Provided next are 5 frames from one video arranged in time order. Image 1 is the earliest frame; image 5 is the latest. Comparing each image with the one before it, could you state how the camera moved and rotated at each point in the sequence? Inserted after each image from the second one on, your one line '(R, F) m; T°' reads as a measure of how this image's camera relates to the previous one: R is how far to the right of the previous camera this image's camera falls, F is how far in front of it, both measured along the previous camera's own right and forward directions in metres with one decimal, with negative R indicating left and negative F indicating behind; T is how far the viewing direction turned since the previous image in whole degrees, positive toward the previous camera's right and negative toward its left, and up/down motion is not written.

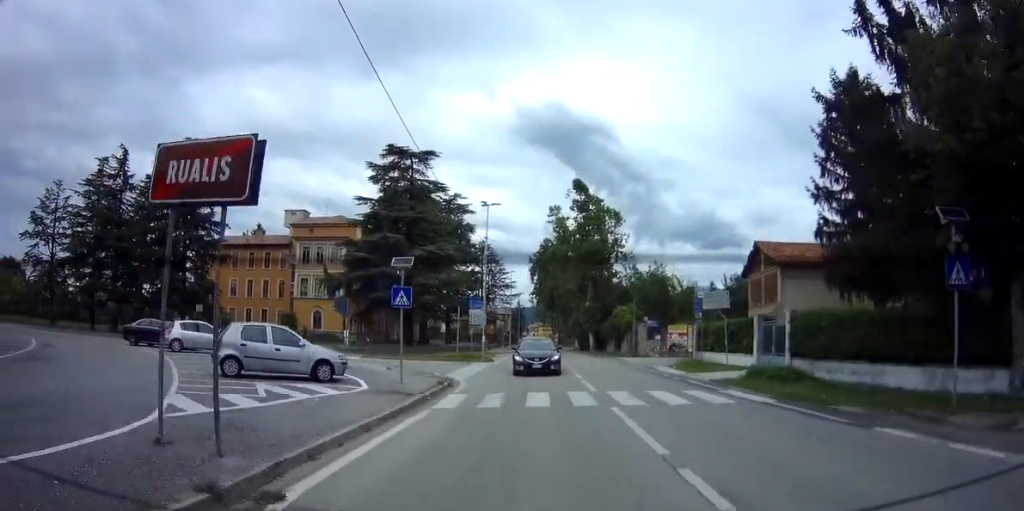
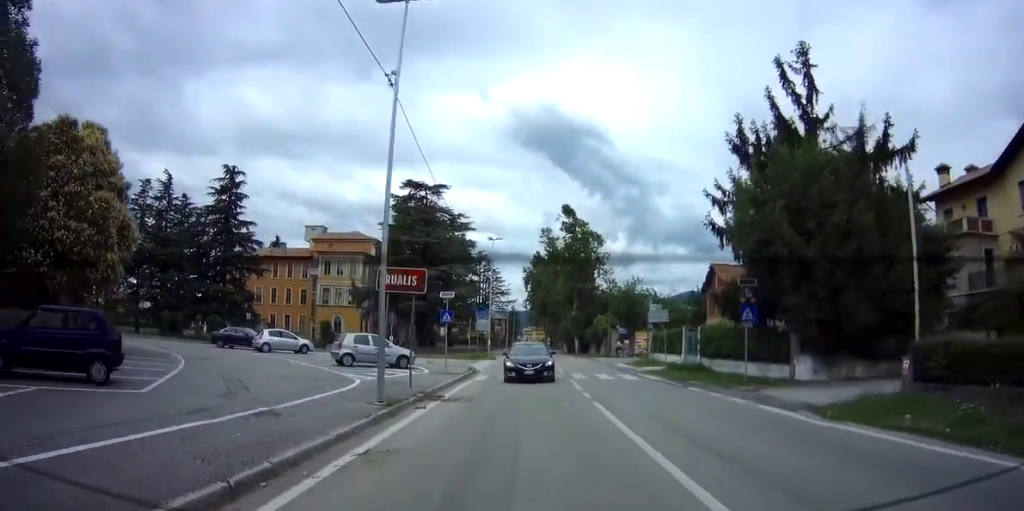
(+0.1, +10.4) m; +1°
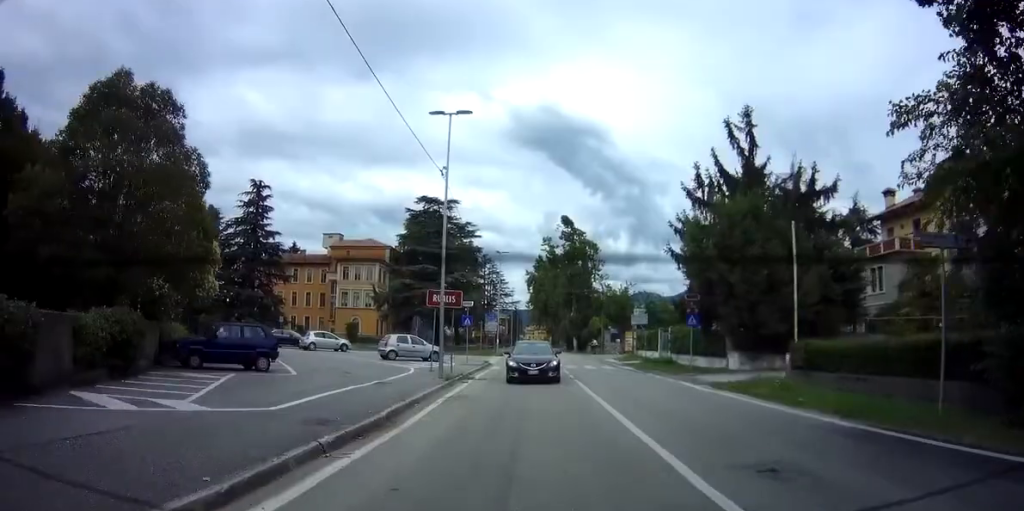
(0.0, +7.1) m; -2°
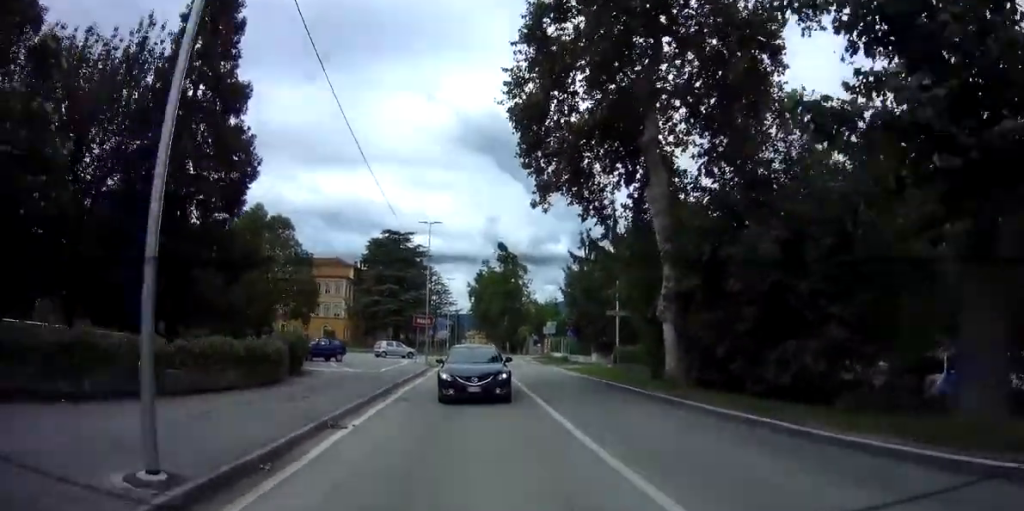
(+0.1, +17.0) m; +9°
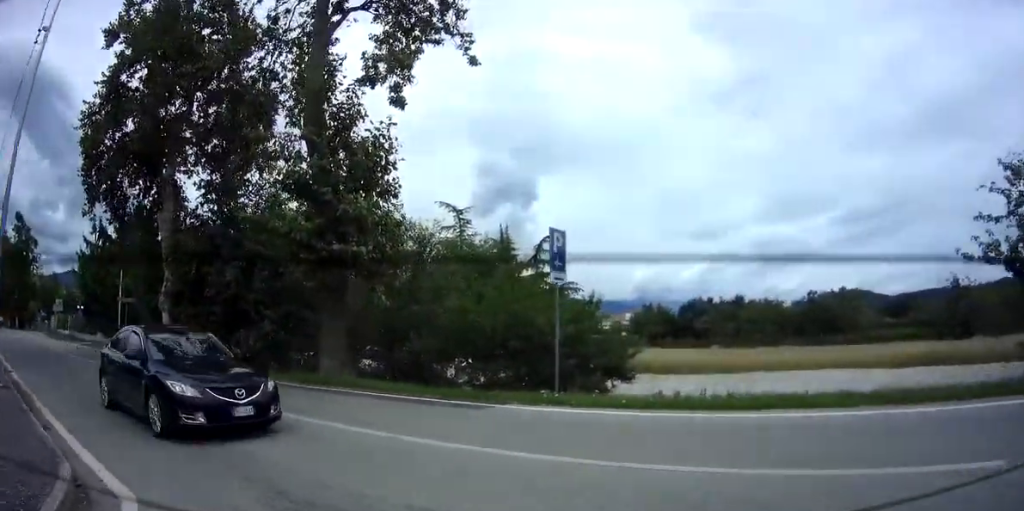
(+1.8, +7.2) m; +34°
